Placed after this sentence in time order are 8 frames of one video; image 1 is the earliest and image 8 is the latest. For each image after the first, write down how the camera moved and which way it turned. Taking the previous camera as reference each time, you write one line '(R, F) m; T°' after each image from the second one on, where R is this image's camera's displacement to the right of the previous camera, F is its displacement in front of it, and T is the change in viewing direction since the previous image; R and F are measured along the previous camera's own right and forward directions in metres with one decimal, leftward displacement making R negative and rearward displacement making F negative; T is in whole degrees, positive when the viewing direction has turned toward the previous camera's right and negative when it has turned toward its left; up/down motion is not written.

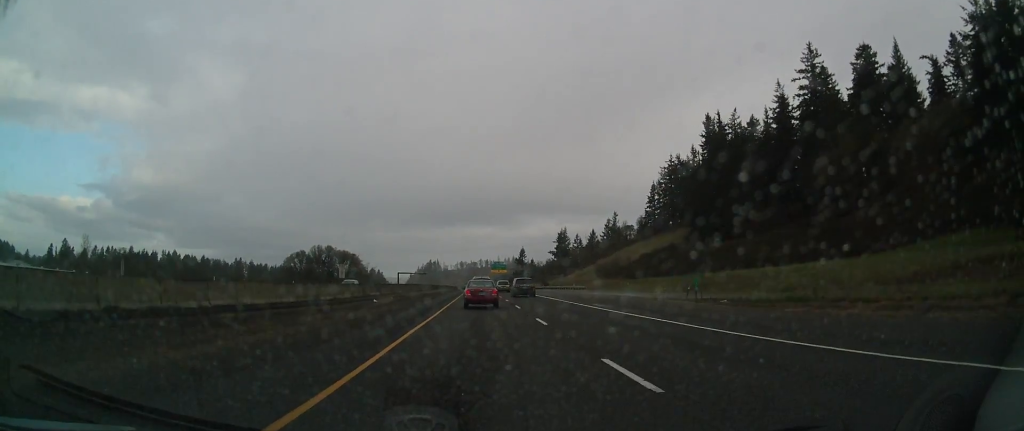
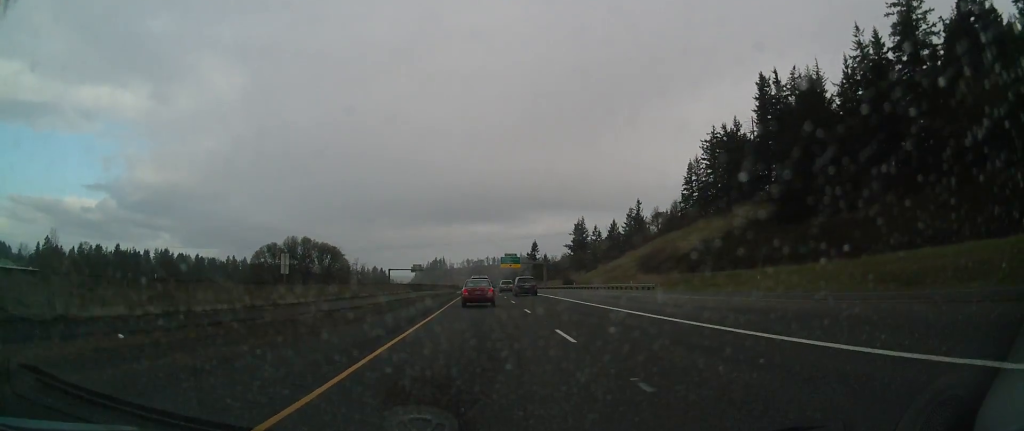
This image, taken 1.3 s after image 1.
(0.0, +41.4) m; 0°
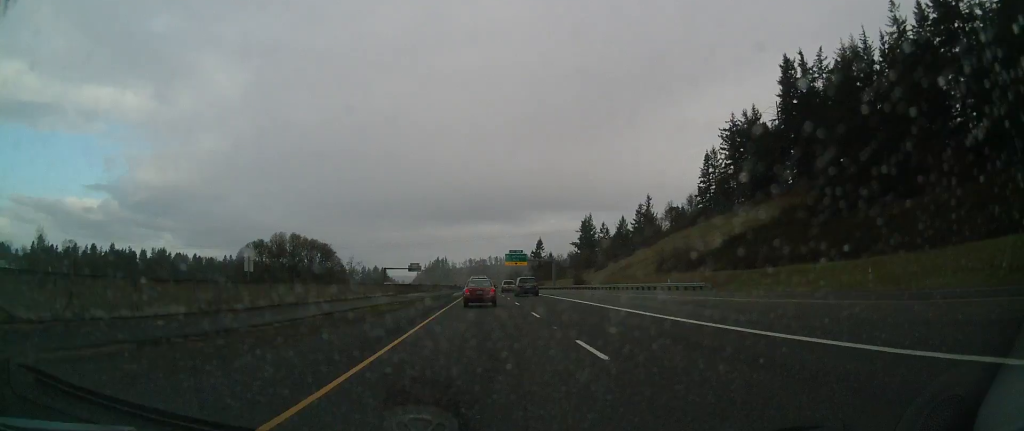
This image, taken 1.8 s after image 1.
(+0.2, +14.9) m; 0°
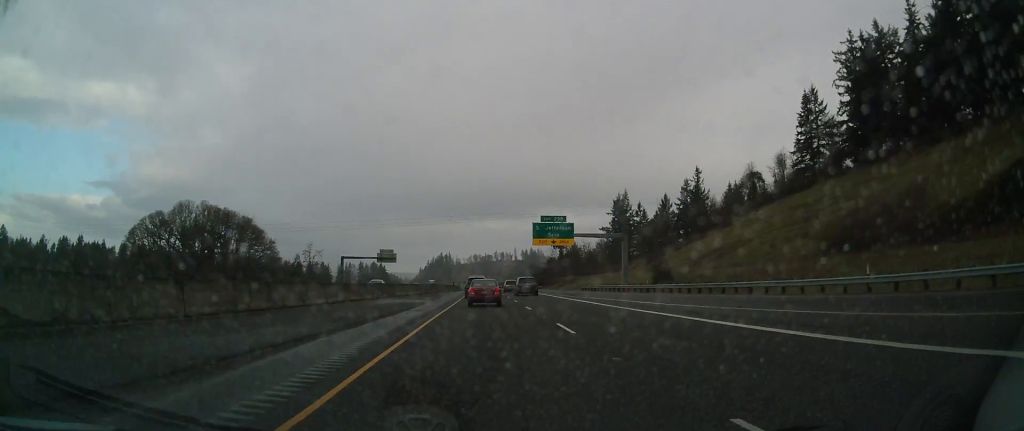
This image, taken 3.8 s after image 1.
(-1.5, +66.8) m; -1°
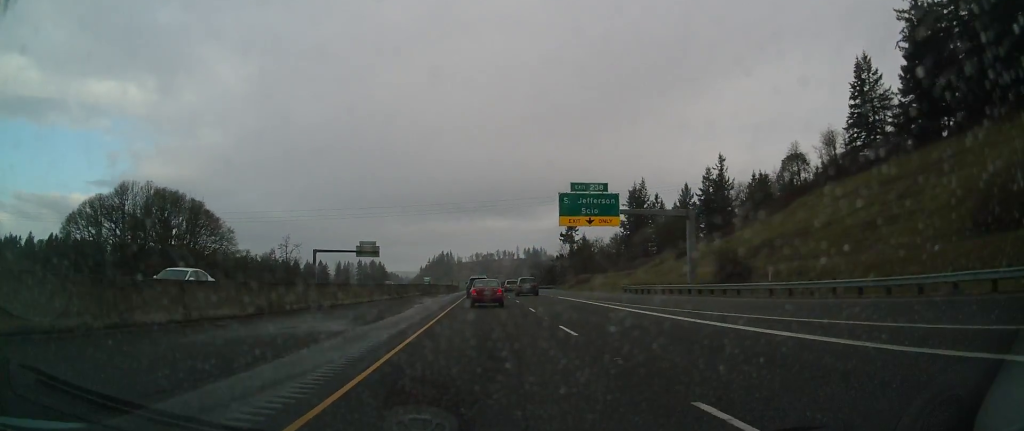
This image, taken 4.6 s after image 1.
(+0.3, +24.0) m; -1°
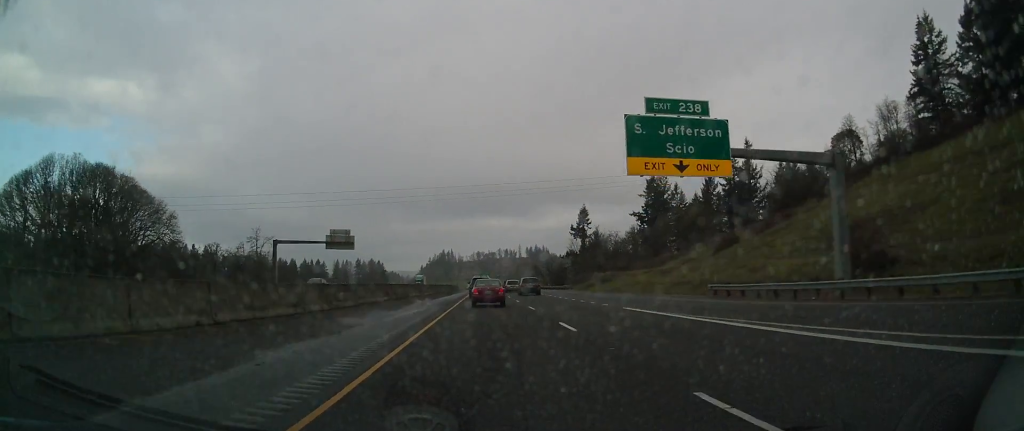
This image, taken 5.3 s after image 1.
(-0.3, +22.9) m; 0°
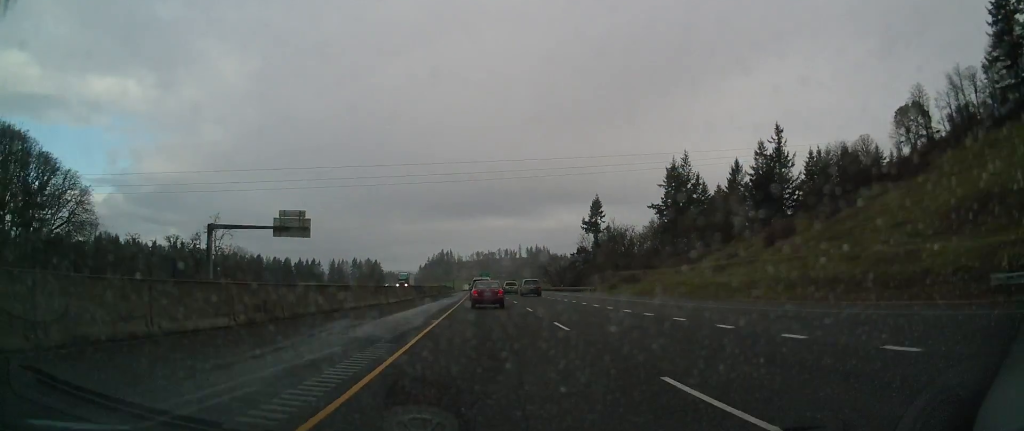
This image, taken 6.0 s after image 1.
(-0.2, +23.0) m; 0°
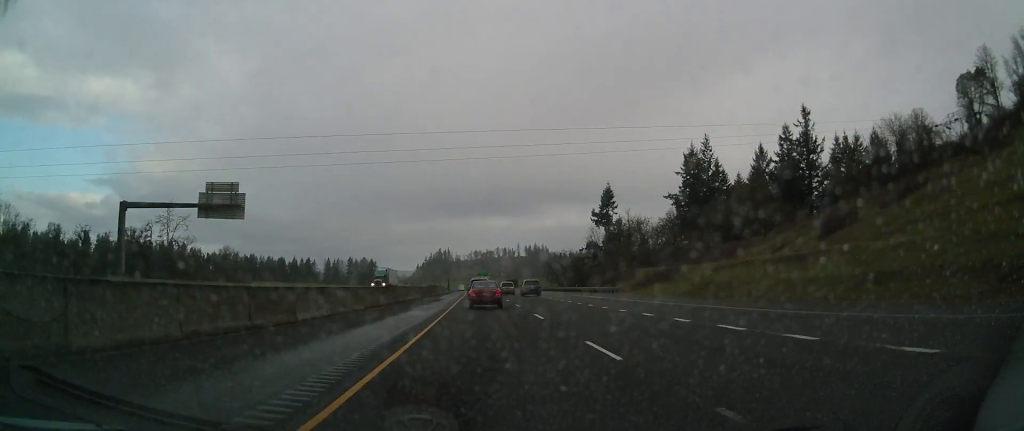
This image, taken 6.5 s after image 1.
(+0.2, +18.7) m; 0°
